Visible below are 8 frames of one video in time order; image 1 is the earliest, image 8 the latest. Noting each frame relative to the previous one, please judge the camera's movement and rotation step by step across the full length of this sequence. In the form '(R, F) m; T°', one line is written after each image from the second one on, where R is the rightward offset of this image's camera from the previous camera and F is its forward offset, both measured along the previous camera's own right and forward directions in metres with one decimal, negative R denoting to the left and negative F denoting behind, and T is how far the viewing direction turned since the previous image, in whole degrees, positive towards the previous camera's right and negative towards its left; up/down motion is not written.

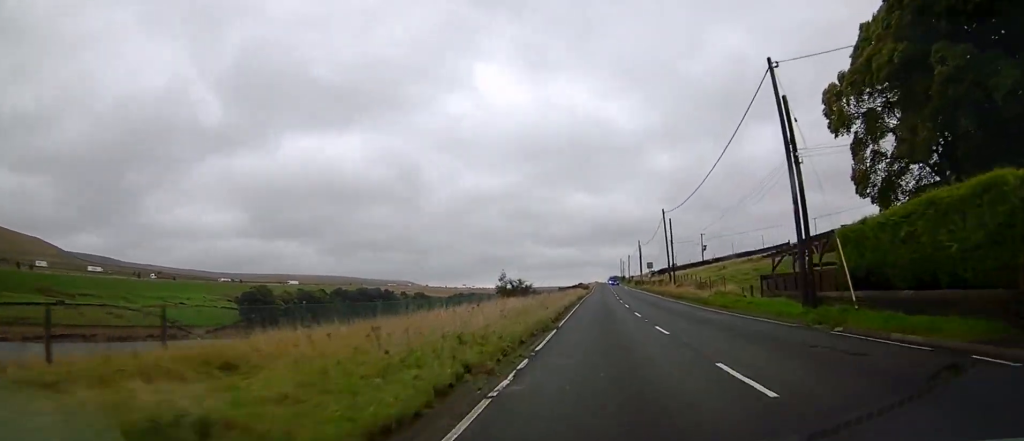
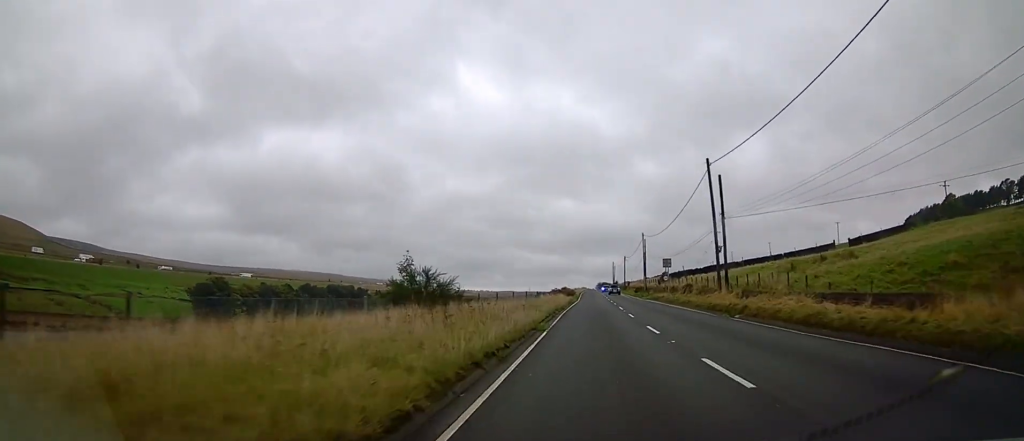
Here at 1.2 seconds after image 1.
(+0.1, +25.7) m; +1°
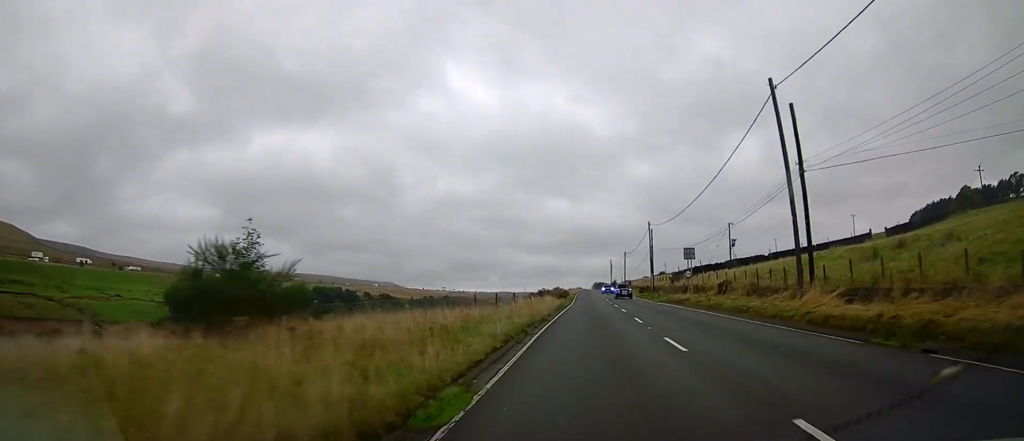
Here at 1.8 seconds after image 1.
(+0.2, +13.1) m; +1°
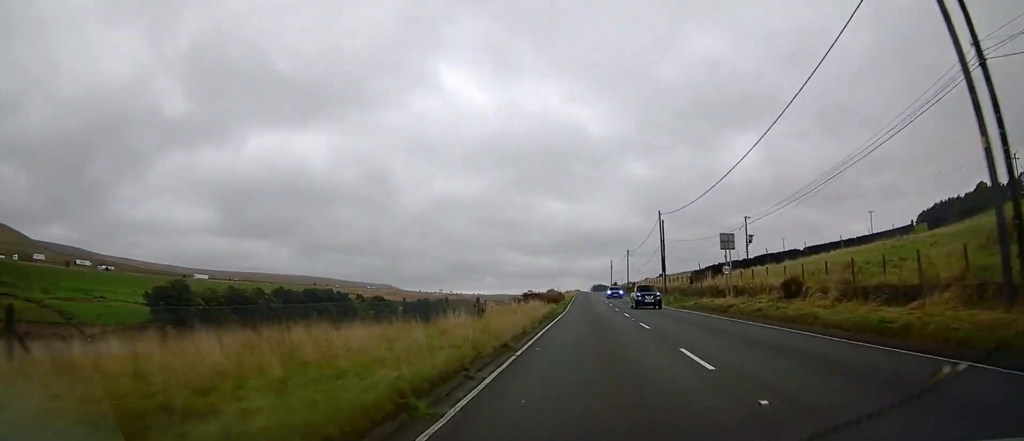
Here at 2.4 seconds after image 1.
(+0.1, +10.7) m; 0°
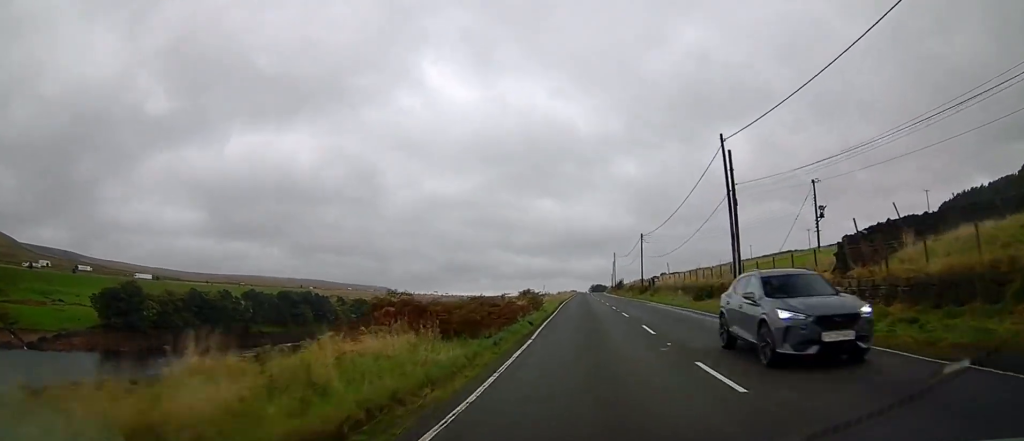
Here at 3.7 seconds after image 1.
(0.0, +28.2) m; 0°
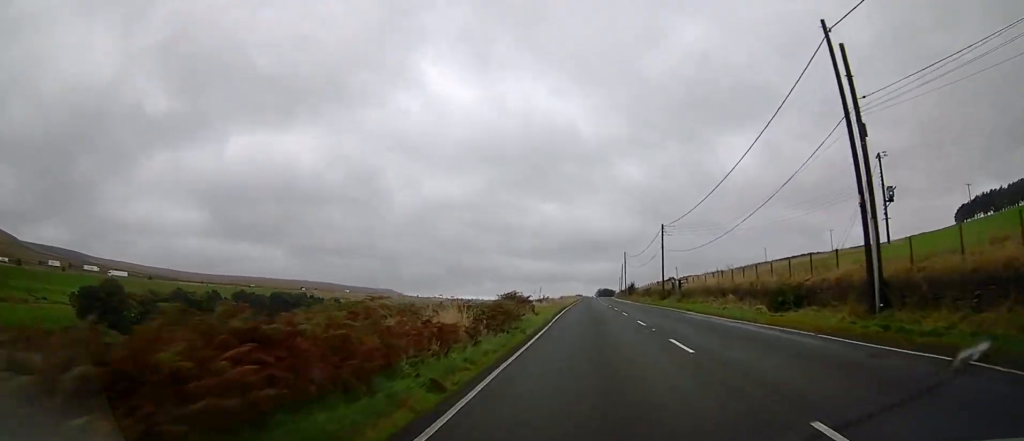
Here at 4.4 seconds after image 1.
(0.0, +13.3) m; 0°
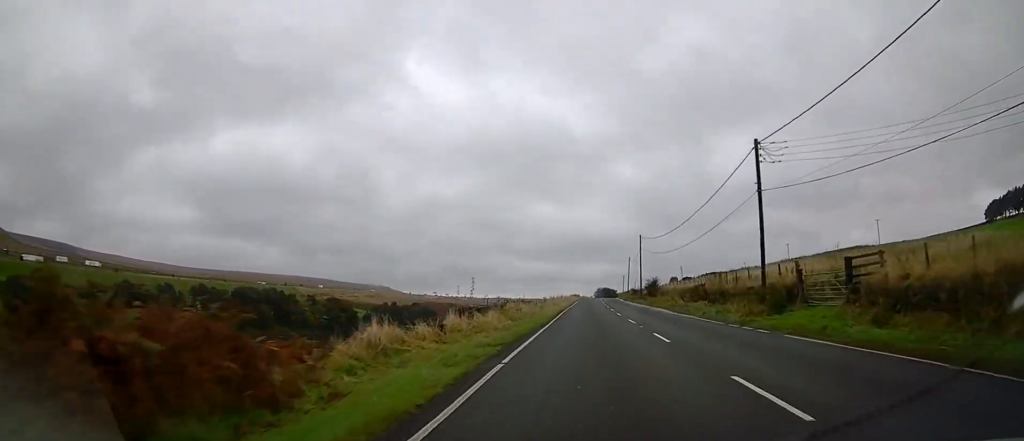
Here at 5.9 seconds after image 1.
(0.0, +31.2) m; +1°
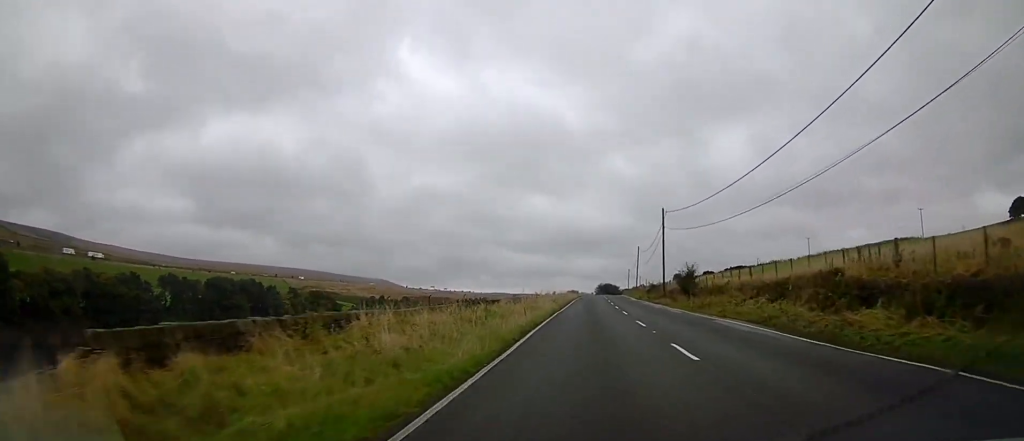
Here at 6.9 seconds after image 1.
(+0.3, +20.9) m; 0°
